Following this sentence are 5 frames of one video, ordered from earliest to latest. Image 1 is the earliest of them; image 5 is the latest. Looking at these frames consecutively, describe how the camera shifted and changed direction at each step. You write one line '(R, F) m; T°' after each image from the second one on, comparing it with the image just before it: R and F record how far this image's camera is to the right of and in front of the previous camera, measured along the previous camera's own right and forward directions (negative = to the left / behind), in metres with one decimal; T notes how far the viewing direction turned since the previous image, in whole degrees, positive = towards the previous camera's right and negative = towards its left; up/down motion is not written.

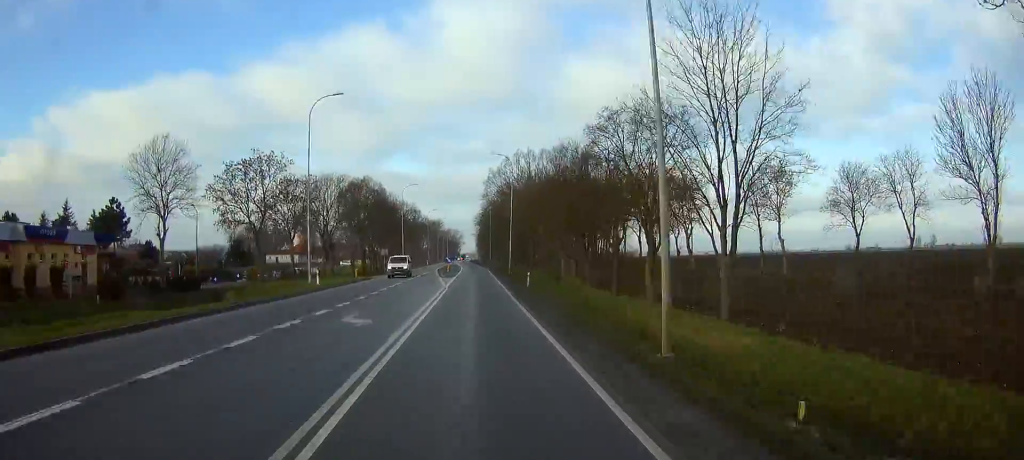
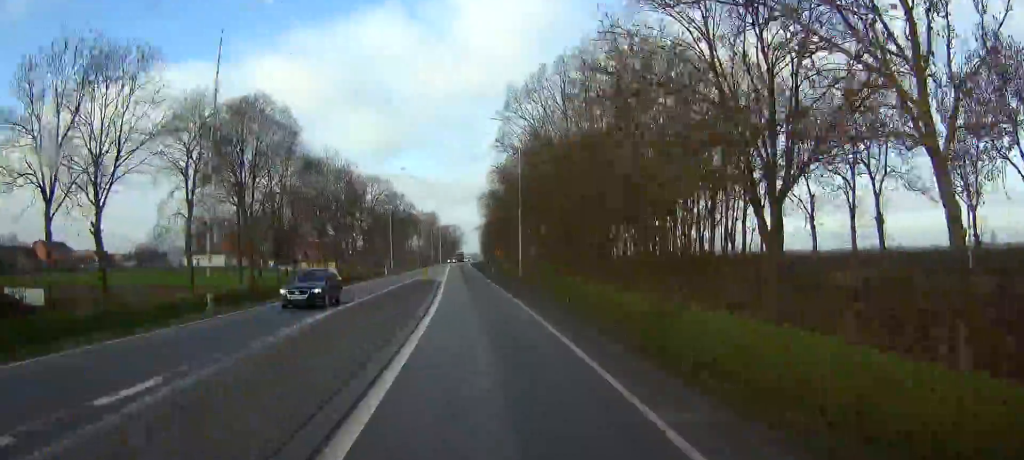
(-0.2, +73.7) m; 0°
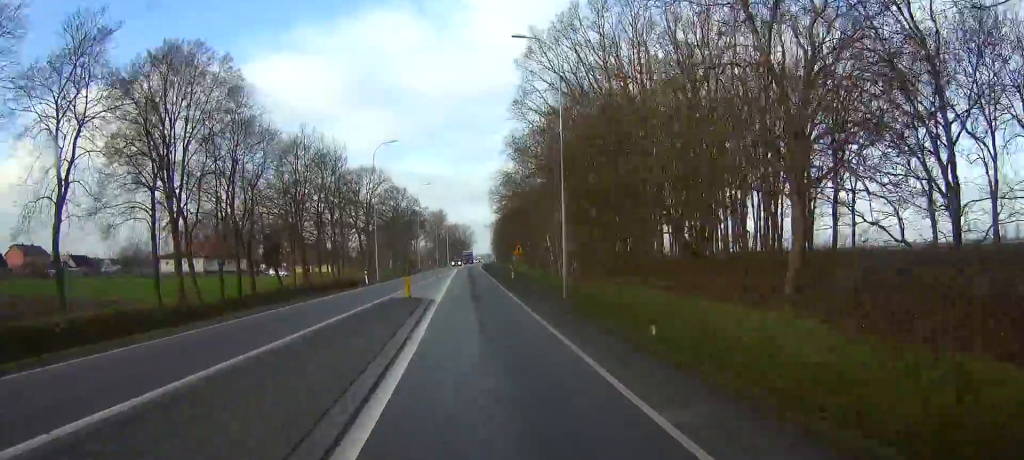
(+0.1, +19.9) m; 0°
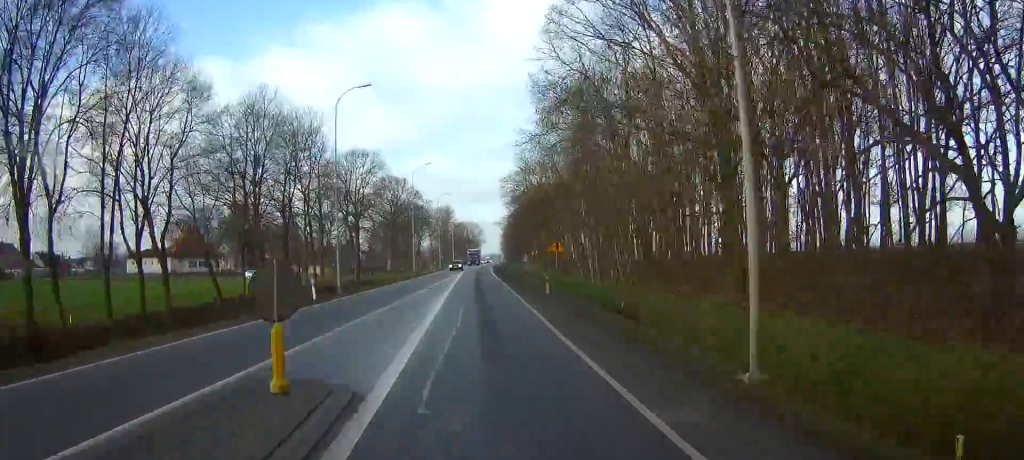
(-0.3, +20.7) m; -1°
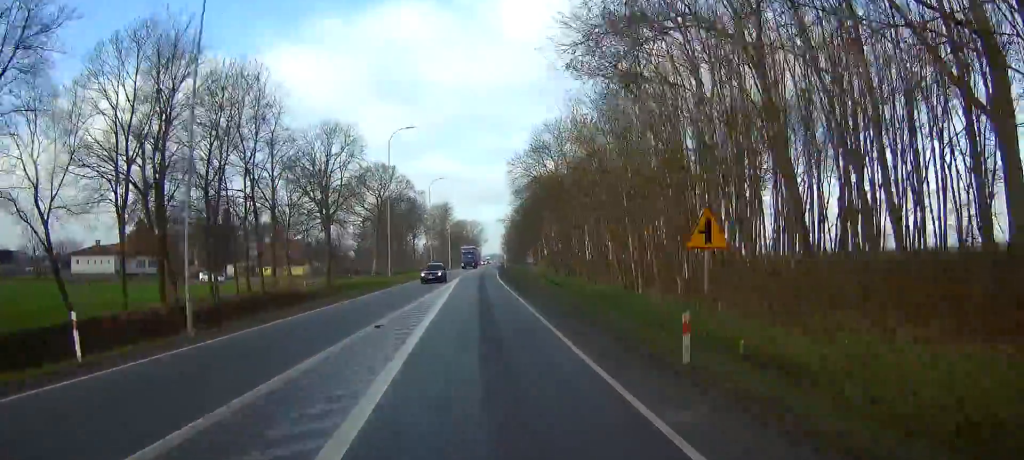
(0.0, +22.1) m; 0°
